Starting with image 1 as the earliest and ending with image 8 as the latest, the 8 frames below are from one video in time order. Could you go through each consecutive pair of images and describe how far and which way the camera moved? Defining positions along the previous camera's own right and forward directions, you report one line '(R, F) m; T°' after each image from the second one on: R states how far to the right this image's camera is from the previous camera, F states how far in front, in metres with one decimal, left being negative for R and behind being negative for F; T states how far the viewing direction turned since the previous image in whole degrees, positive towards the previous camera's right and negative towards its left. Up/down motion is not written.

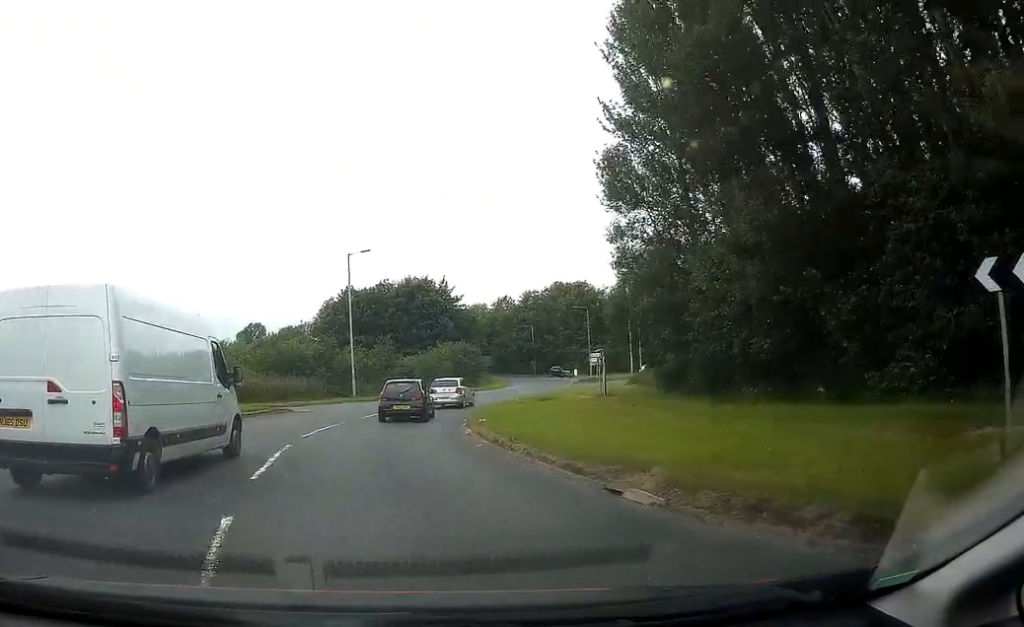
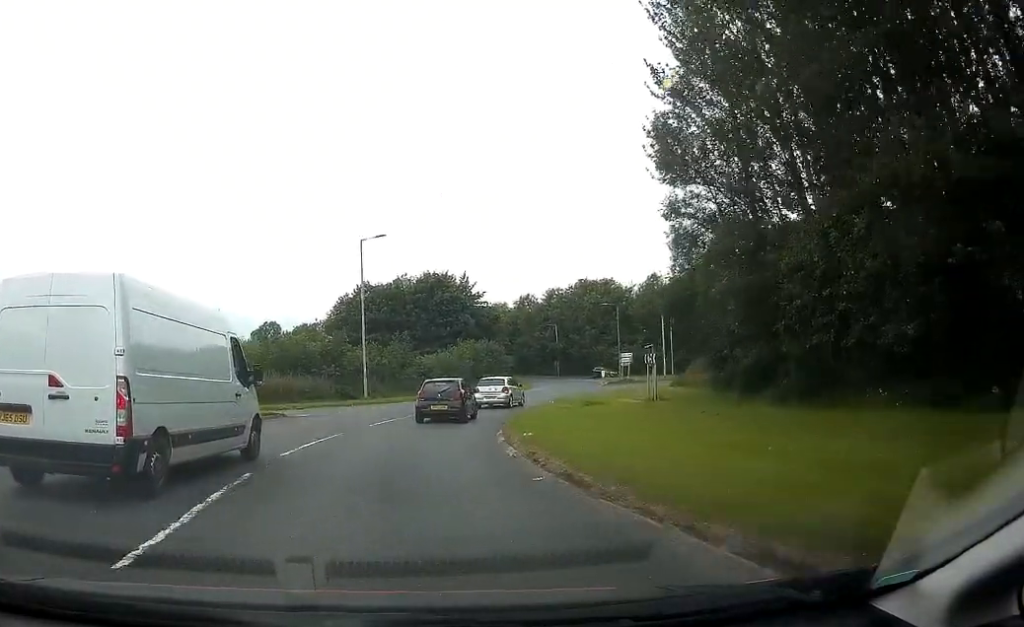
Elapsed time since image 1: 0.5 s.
(-0.2, +5.2) m; -1°
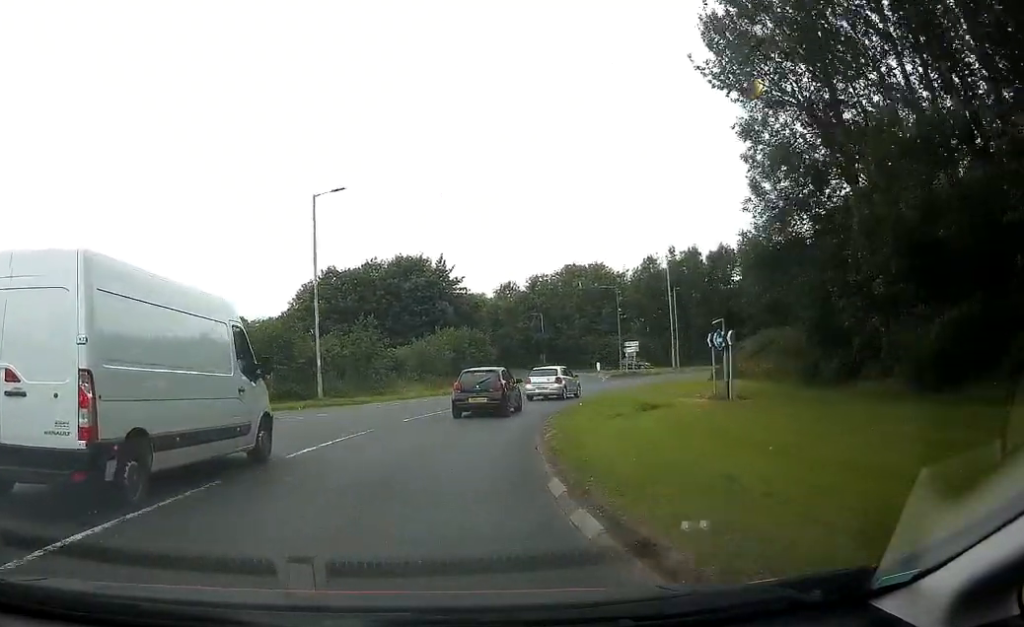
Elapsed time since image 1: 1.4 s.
(-0.2, +9.9) m; 0°
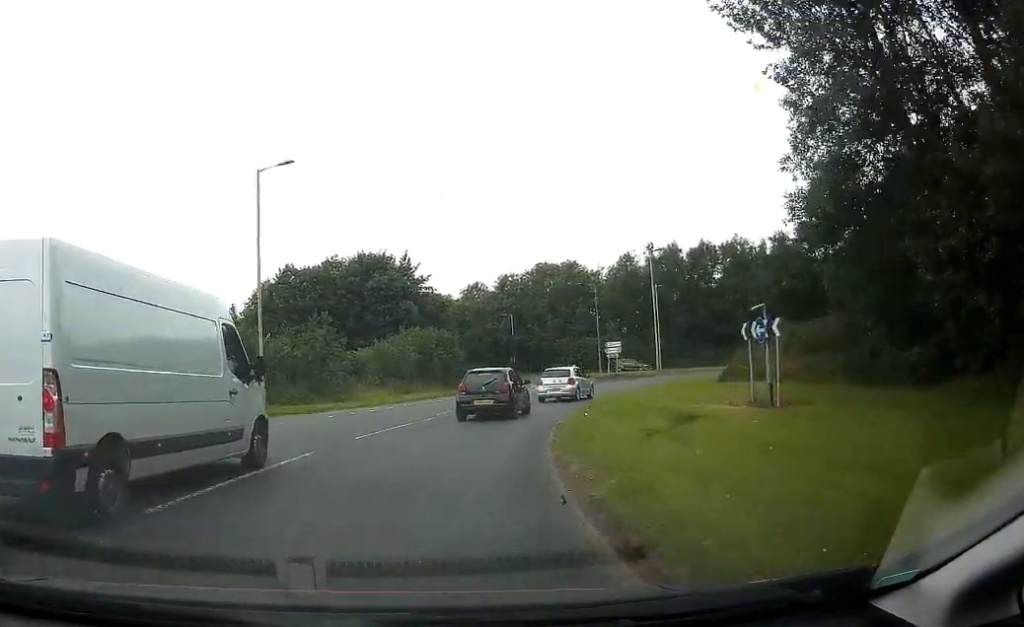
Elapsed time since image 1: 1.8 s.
(-0.1, +5.0) m; +1°
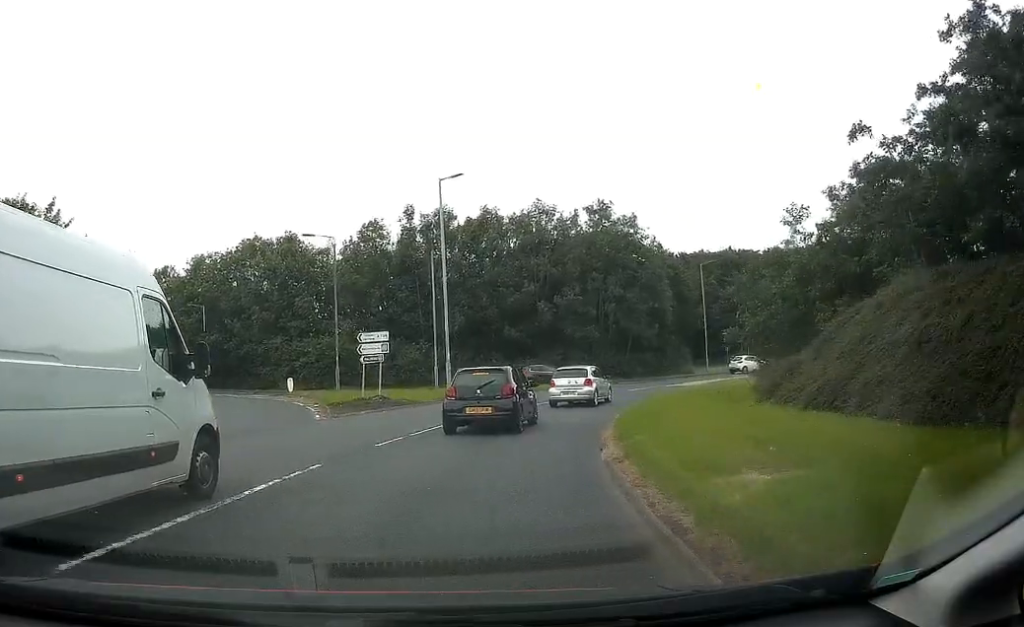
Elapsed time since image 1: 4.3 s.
(+4.0, +26.9) m; +17°
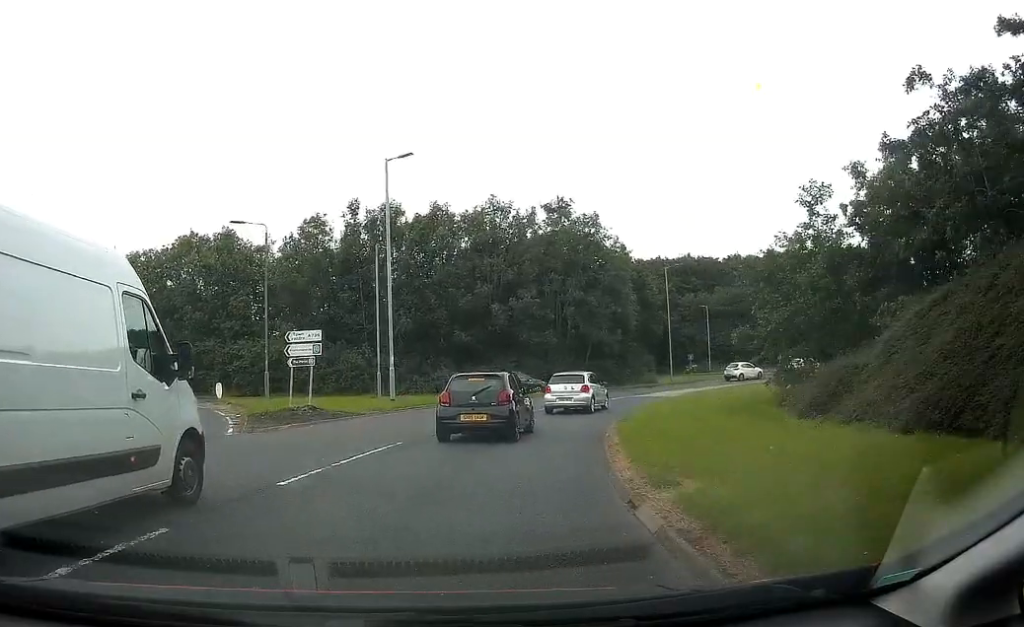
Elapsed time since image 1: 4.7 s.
(0.0, +4.4) m; +3°
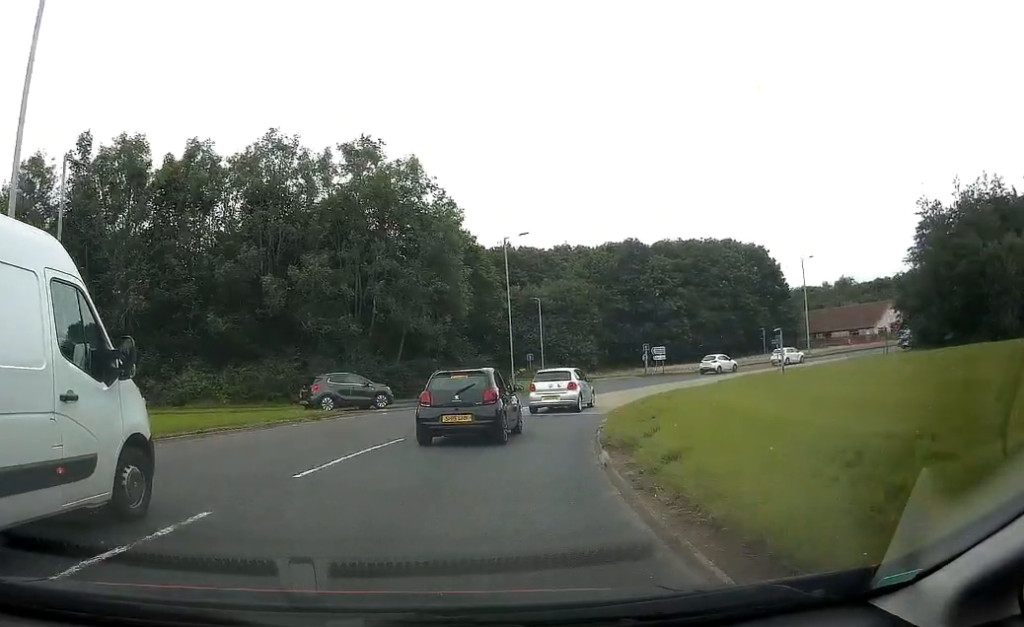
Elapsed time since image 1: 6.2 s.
(+2.4, +15.7) m; +21°
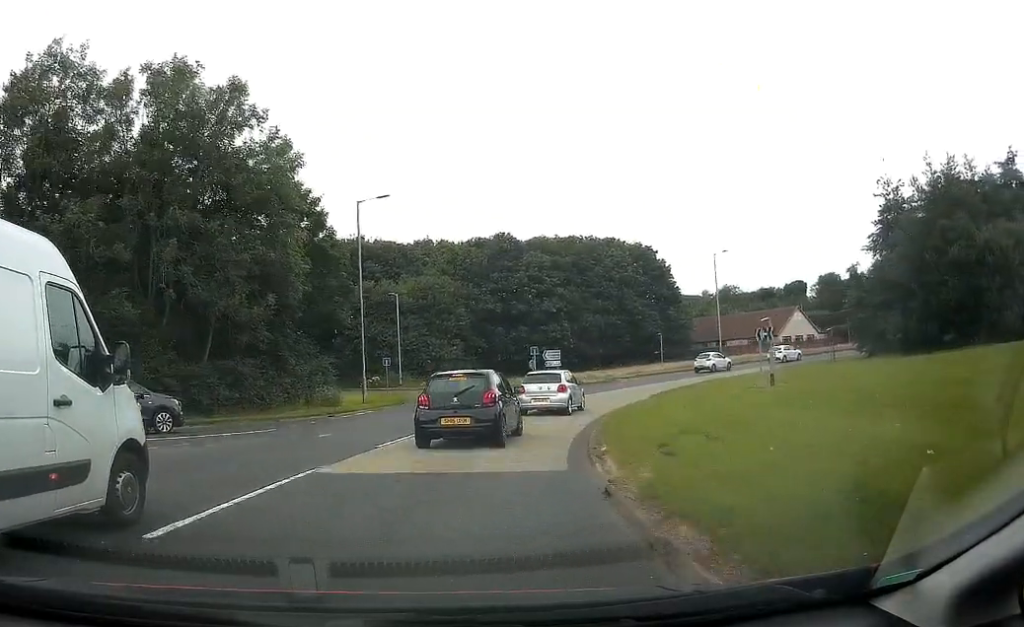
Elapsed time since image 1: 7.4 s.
(+2.4, +11.5) m; +20°
